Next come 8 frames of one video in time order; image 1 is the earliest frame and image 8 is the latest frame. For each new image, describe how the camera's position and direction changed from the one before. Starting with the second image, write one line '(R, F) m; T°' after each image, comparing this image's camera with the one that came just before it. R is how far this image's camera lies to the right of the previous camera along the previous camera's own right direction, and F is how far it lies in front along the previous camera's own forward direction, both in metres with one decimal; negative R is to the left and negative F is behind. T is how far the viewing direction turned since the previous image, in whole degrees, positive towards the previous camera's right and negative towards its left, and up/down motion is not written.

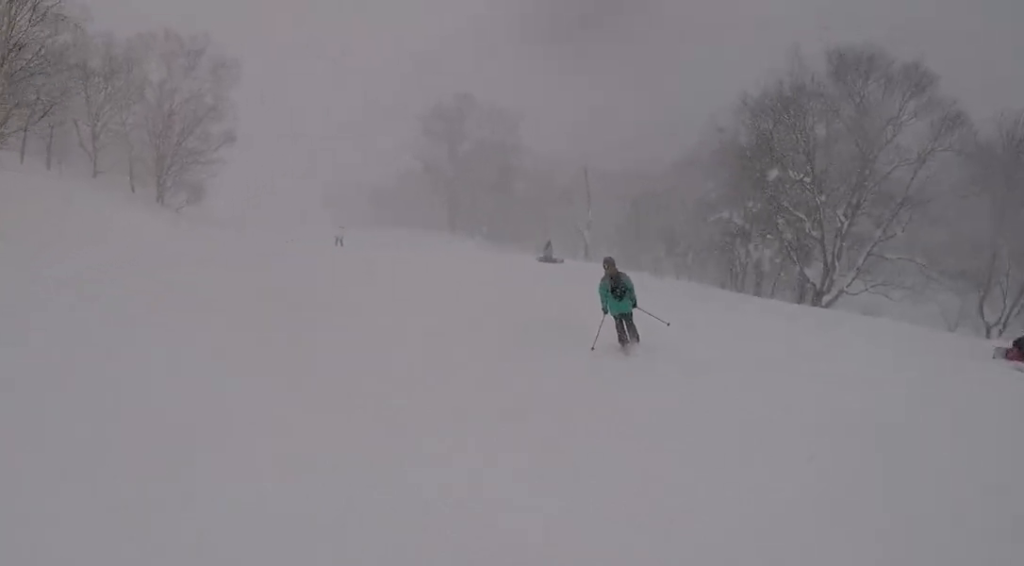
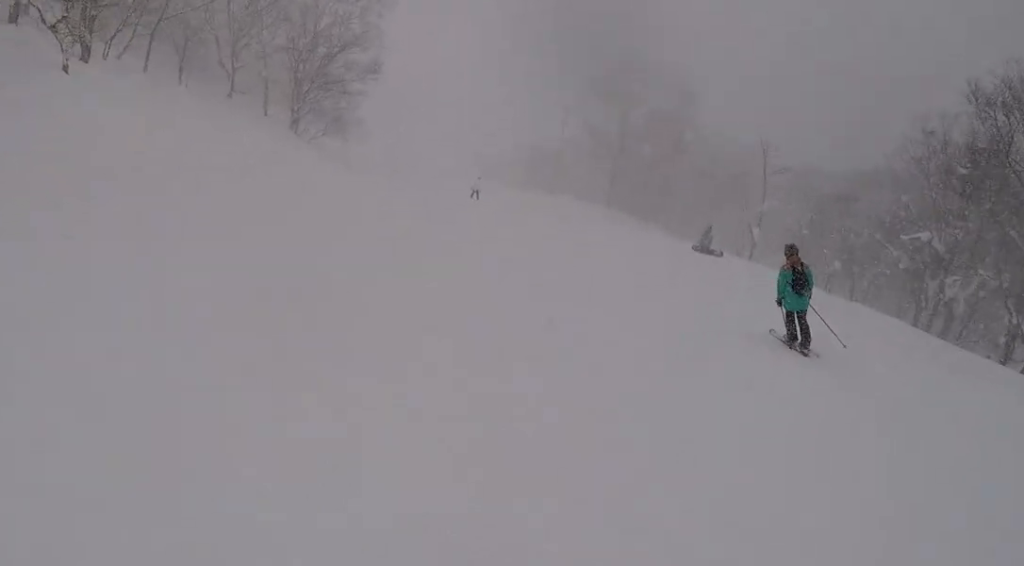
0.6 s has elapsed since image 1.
(+0.7, +4.4) m; -6°
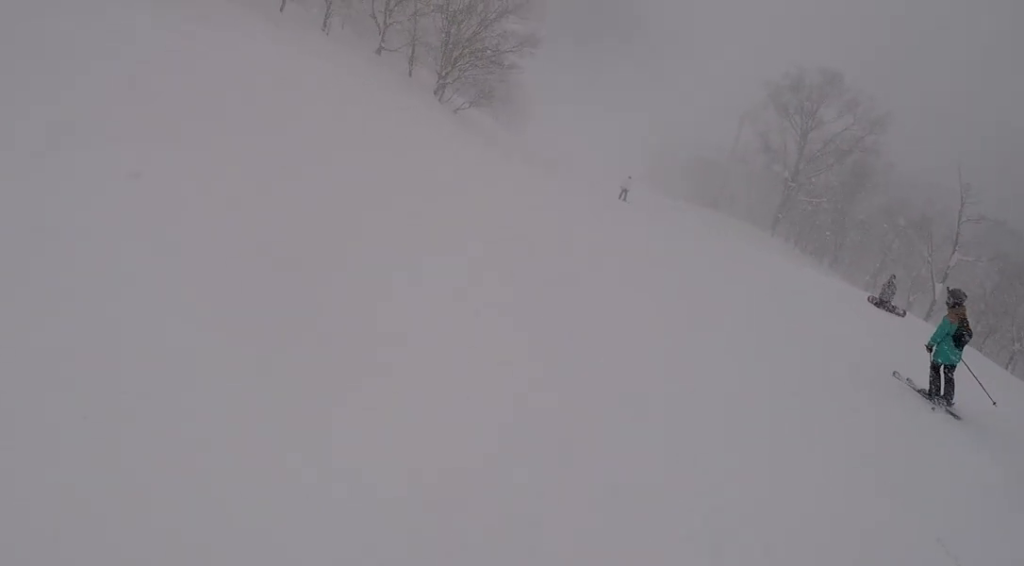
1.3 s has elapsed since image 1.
(-0.9, +4.8) m; -7°
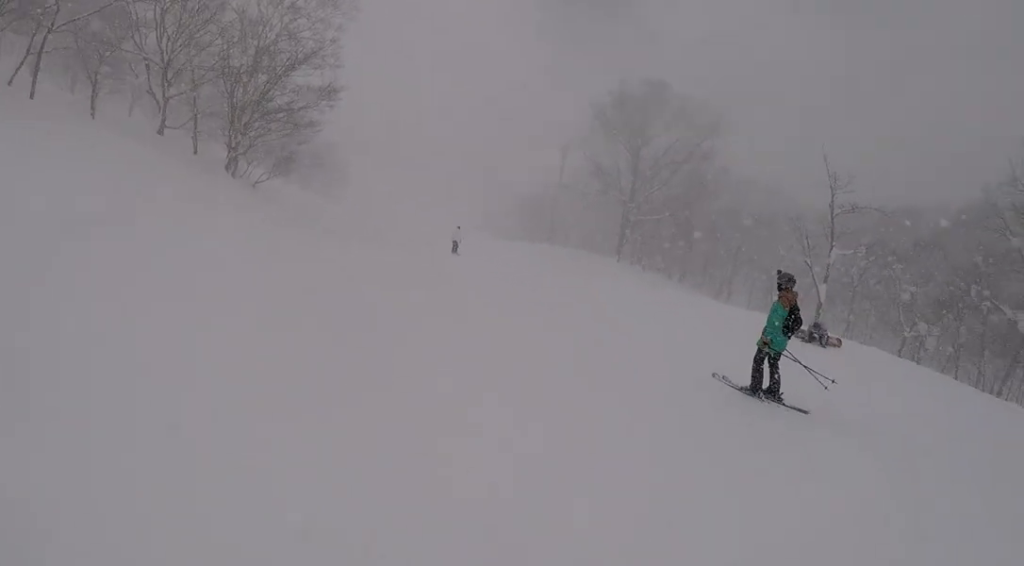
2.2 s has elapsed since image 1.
(-0.6, +6.4) m; -2°
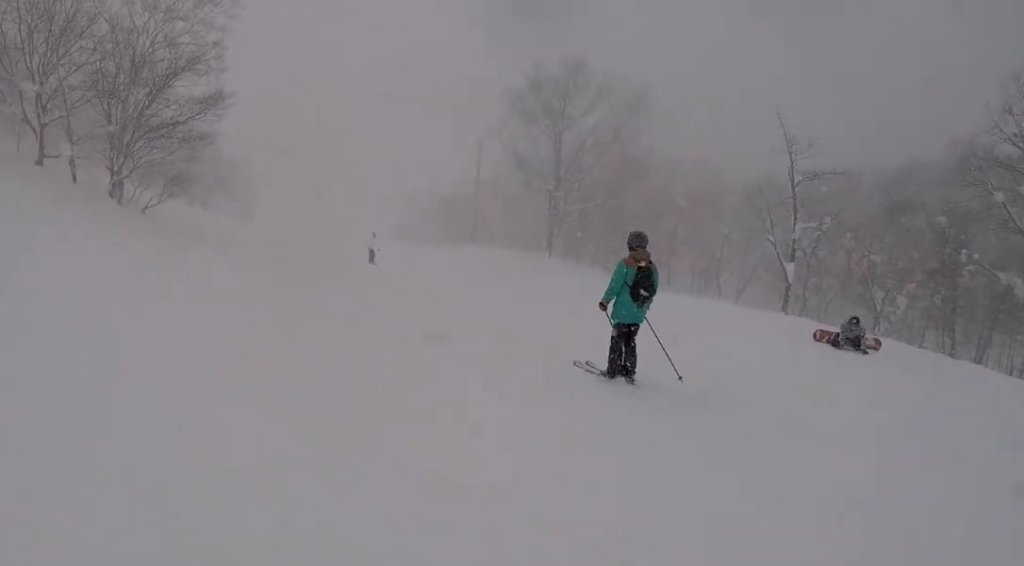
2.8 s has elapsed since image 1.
(+0.2, +4.6) m; +5°
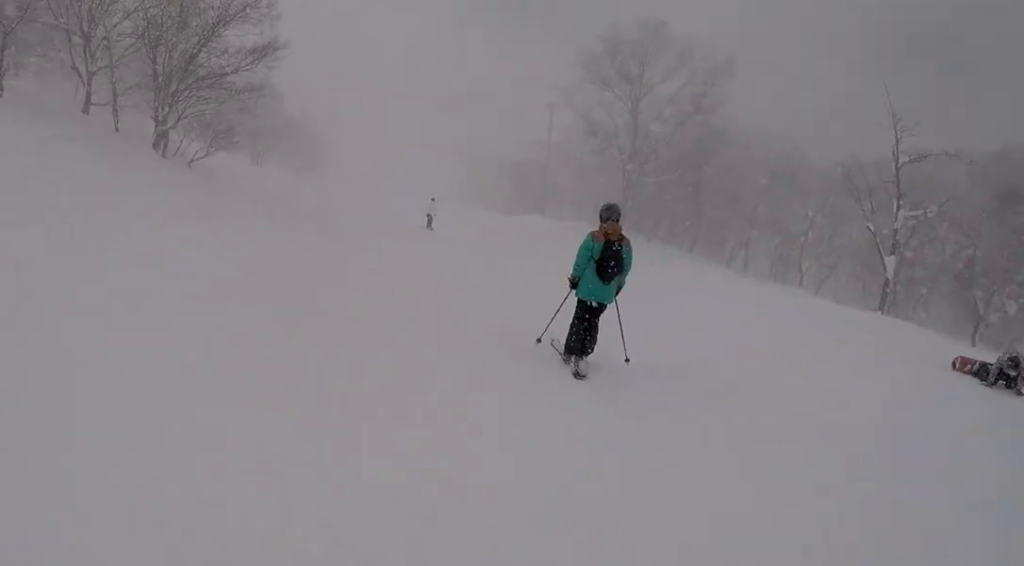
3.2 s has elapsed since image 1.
(+0.2, +2.9) m; -2°
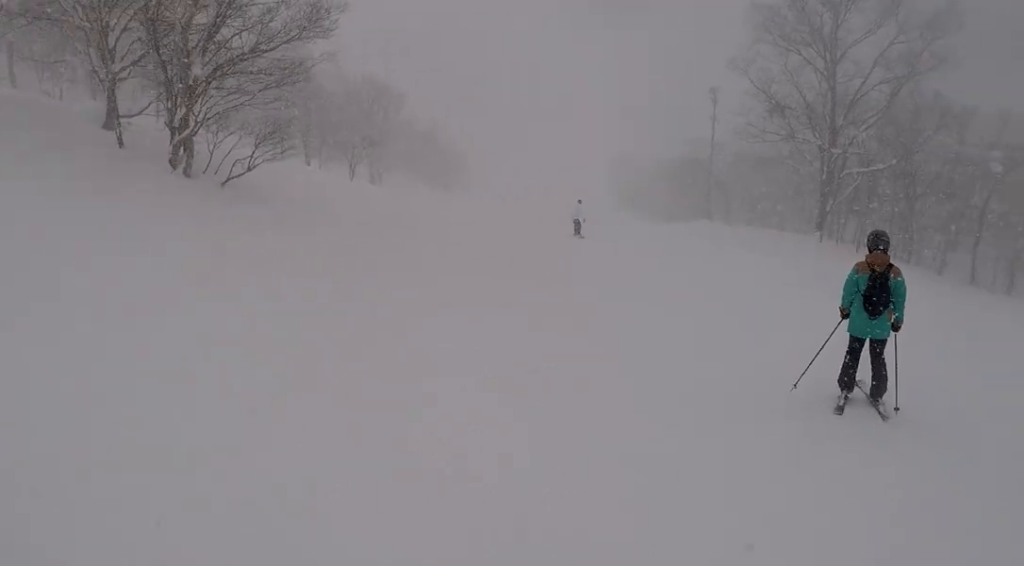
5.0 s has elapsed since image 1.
(-0.9, +12.2) m; -1°
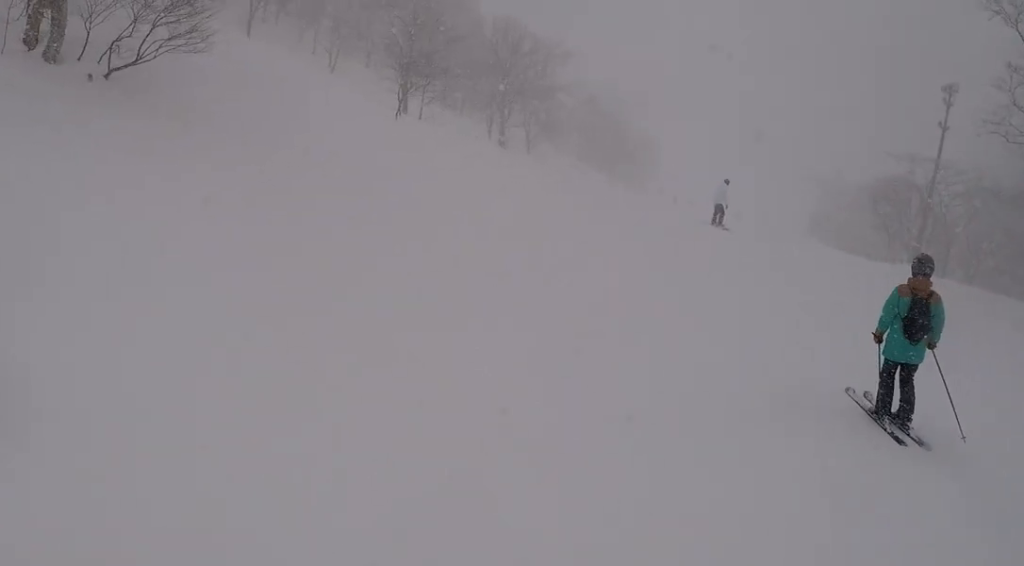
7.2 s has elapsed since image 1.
(-0.2, +14.5) m; -16°
